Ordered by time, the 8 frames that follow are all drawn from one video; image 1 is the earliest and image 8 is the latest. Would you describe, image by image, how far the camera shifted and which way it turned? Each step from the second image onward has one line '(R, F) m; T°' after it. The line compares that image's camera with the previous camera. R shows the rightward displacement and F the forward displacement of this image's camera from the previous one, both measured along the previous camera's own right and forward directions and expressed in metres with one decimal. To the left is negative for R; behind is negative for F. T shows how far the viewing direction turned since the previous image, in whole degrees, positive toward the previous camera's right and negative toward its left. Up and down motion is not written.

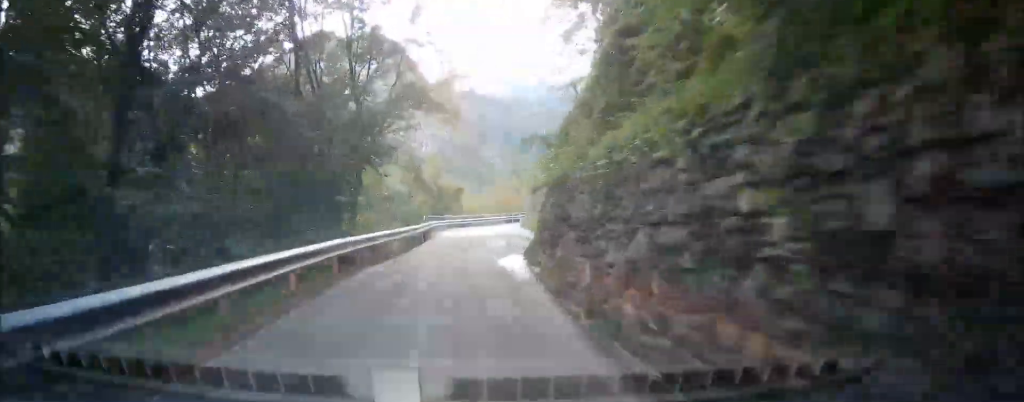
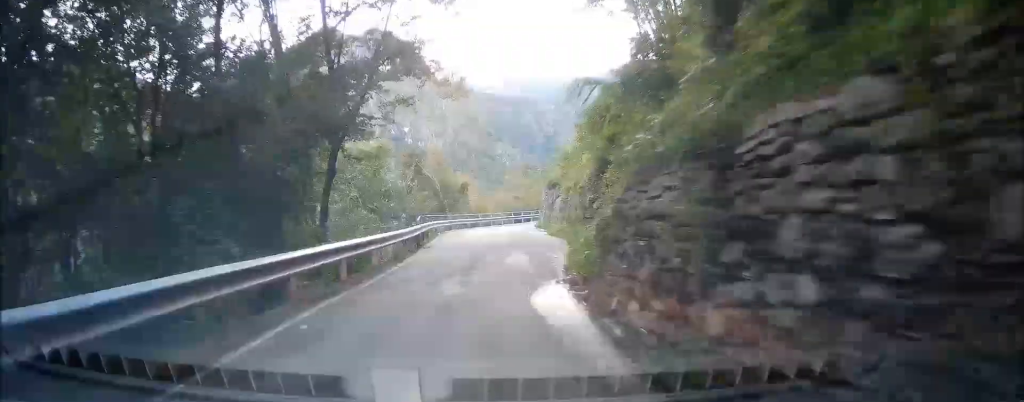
(-0.3, +6.7) m; 0°
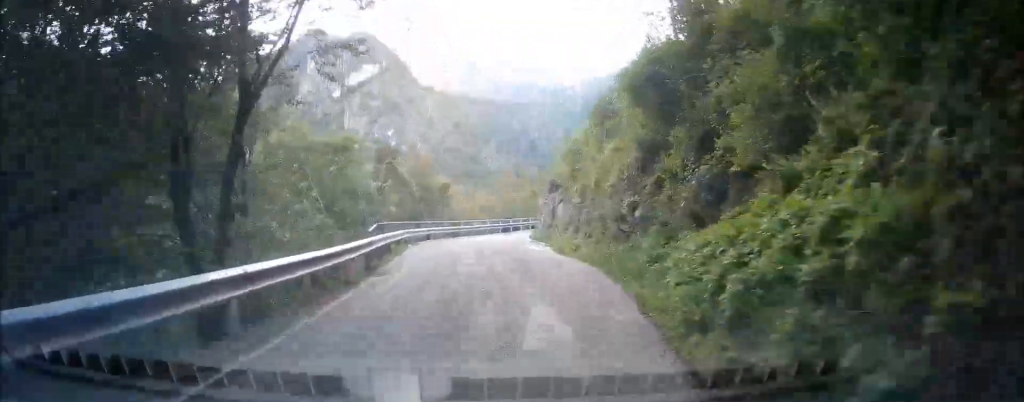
(+0.5, +8.0) m; +4°
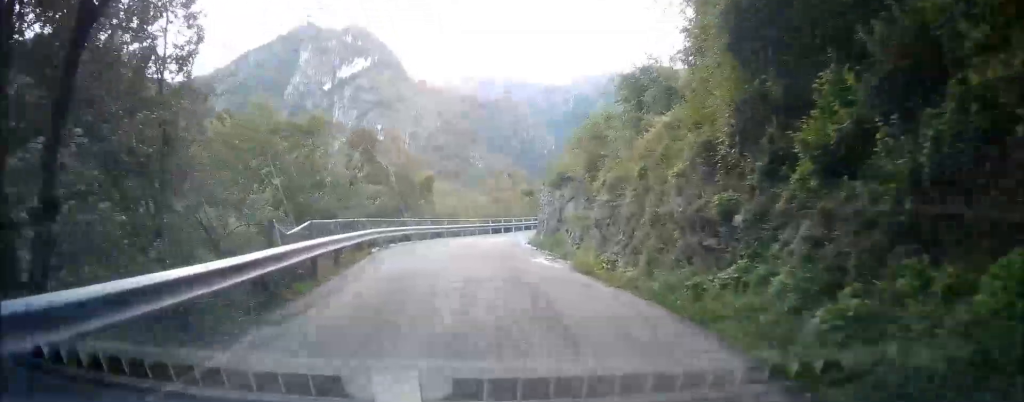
(0.0, +6.4) m; 0°
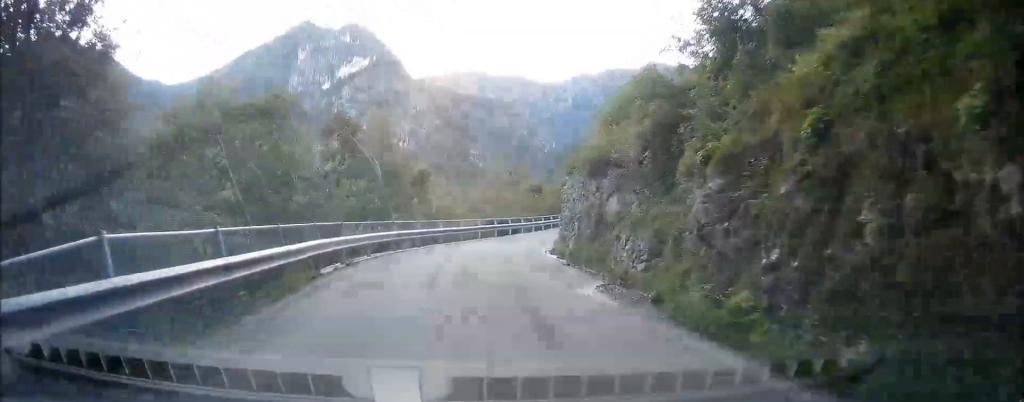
(0.0, +7.3) m; 0°
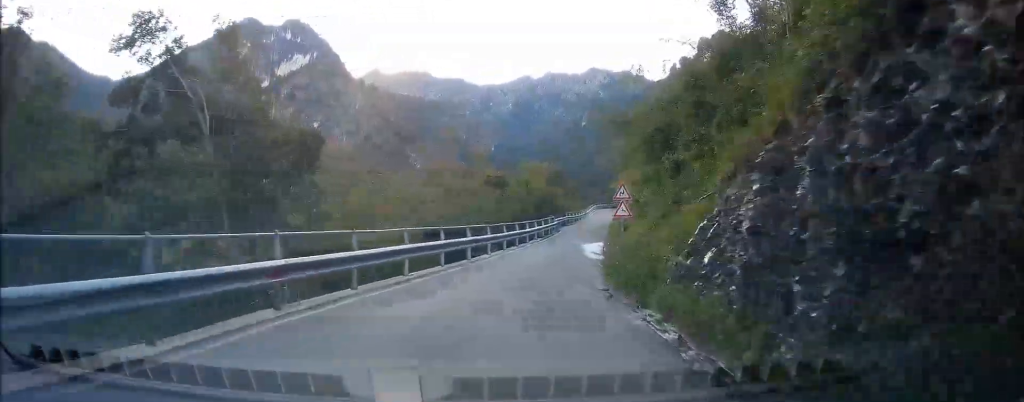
(+0.6, +19.1) m; +6°
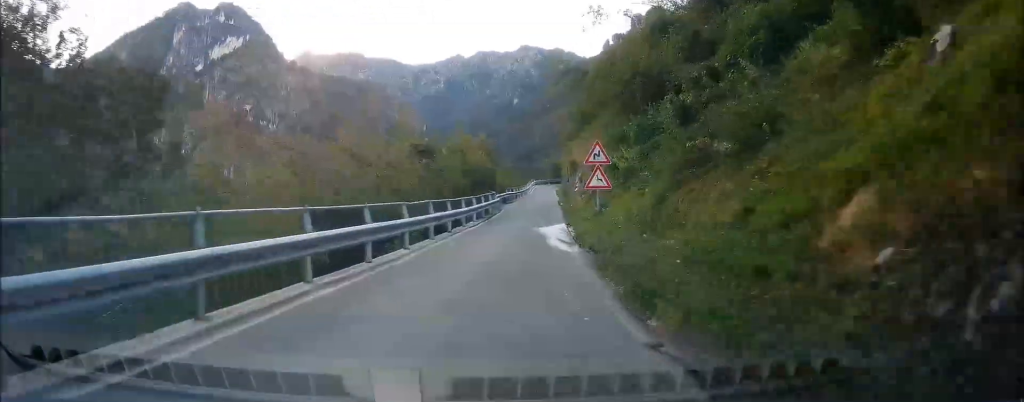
(+0.4, +8.1) m; +5°
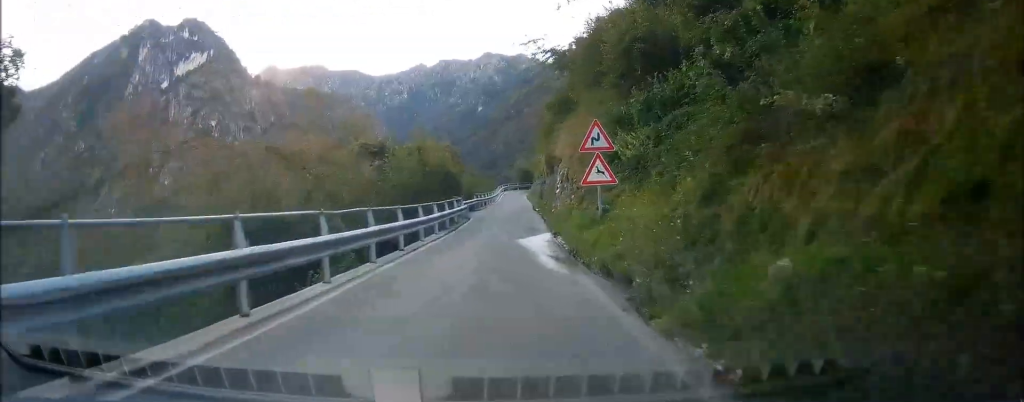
(0.0, +5.0) m; +3°
